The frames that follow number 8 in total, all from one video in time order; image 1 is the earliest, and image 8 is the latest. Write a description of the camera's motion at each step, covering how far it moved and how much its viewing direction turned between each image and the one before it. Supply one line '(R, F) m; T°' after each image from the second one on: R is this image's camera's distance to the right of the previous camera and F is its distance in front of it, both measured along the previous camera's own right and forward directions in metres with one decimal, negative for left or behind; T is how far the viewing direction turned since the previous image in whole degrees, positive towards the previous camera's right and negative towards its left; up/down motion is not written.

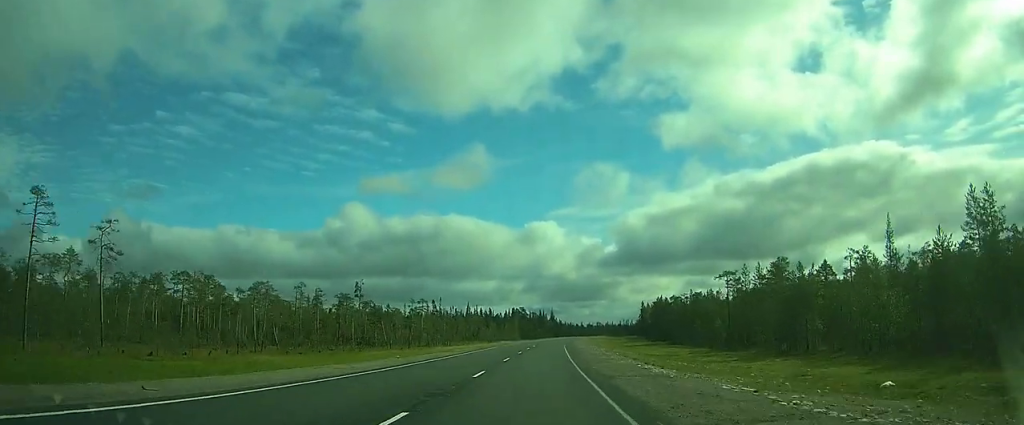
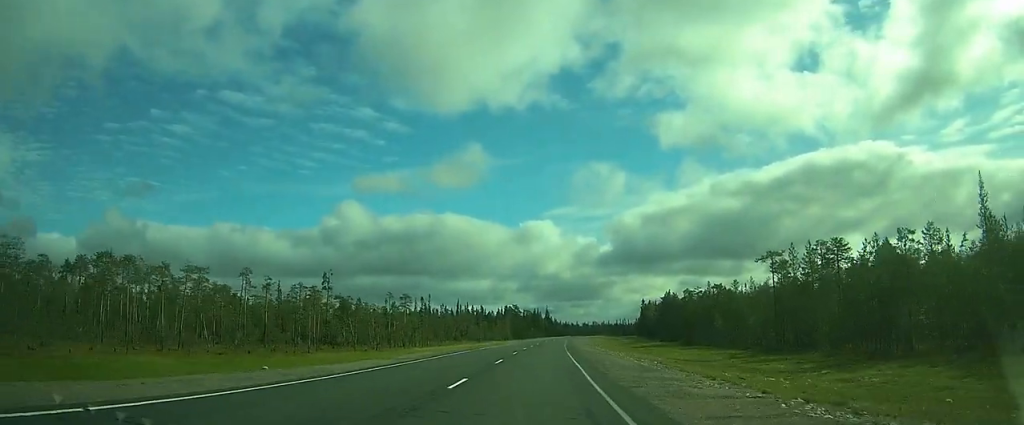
(0.0, +16.4) m; 0°
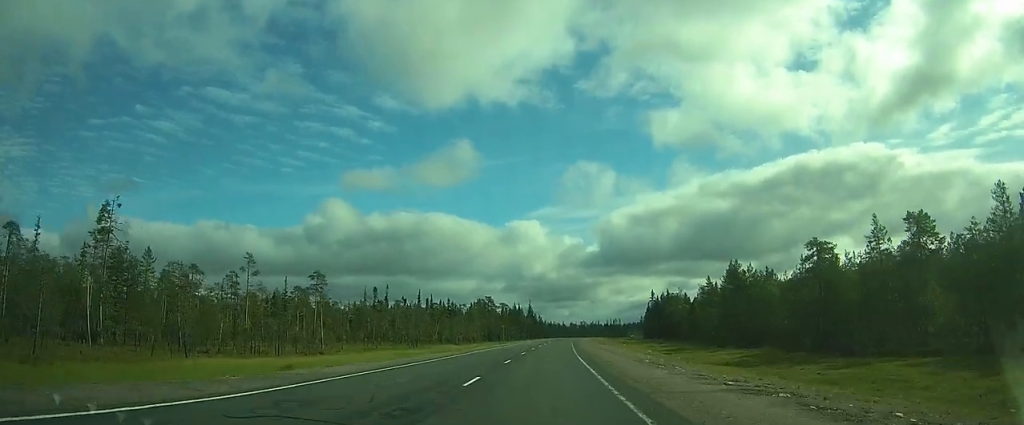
(+0.5, +57.8) m; +1°
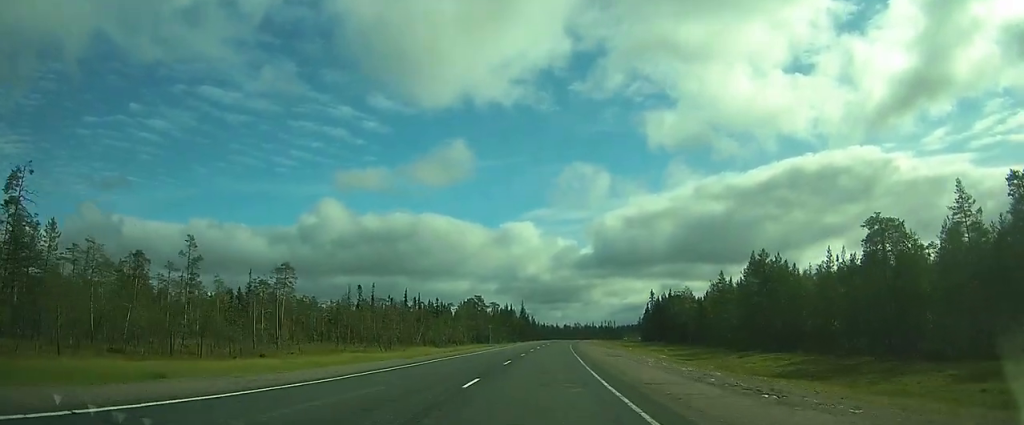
(+0.1, +11.8) m; 0°
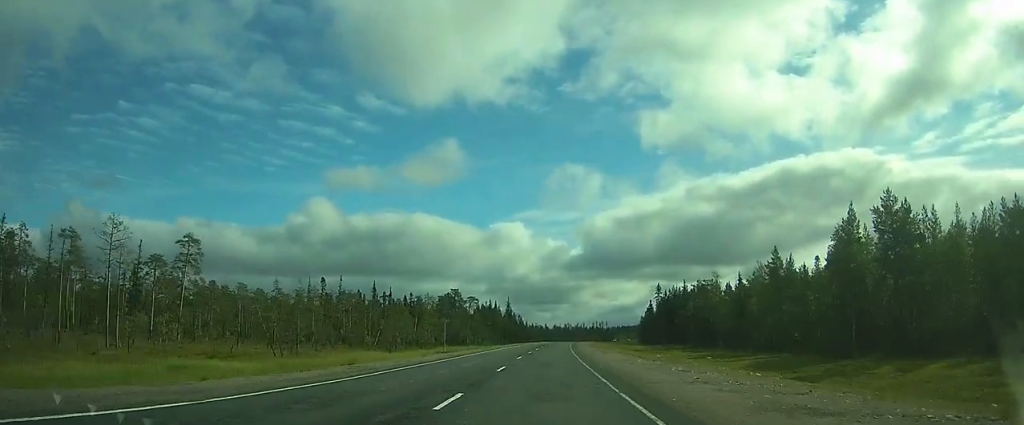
(+0.1, +27.1) m; 0°
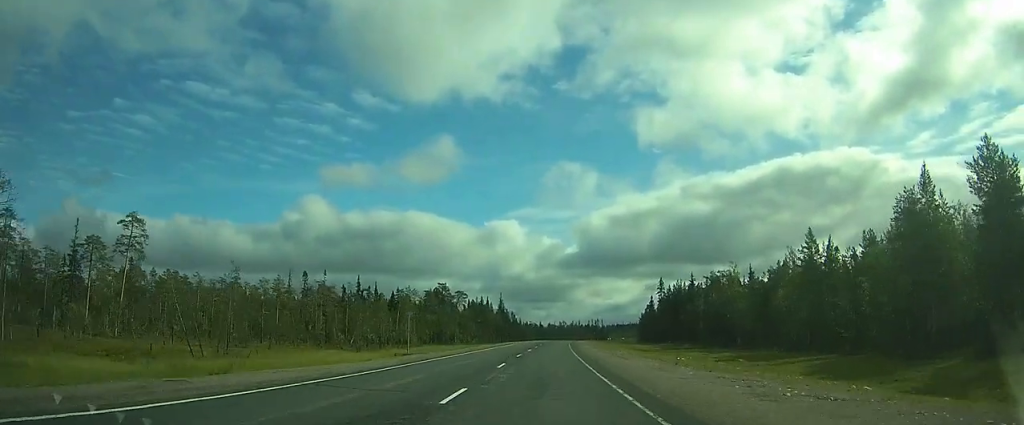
(0.0, +11.0) m; 0°
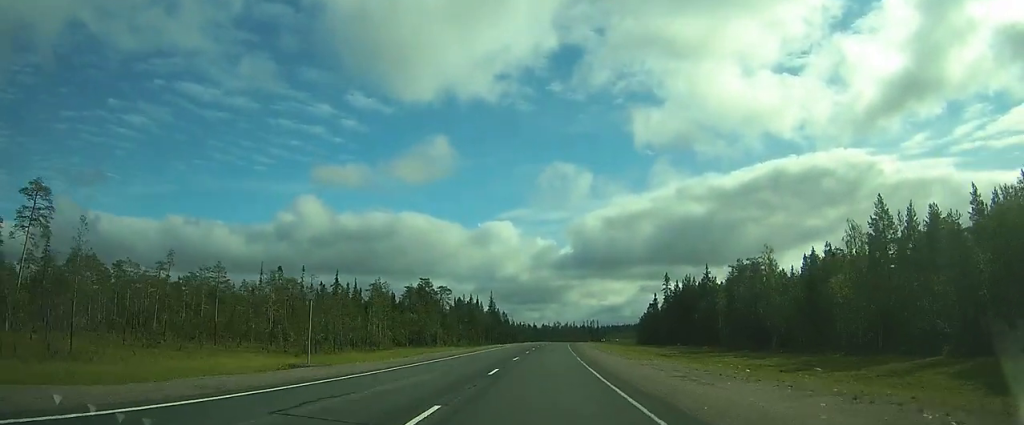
(-0.1, +14.7) m; +1°
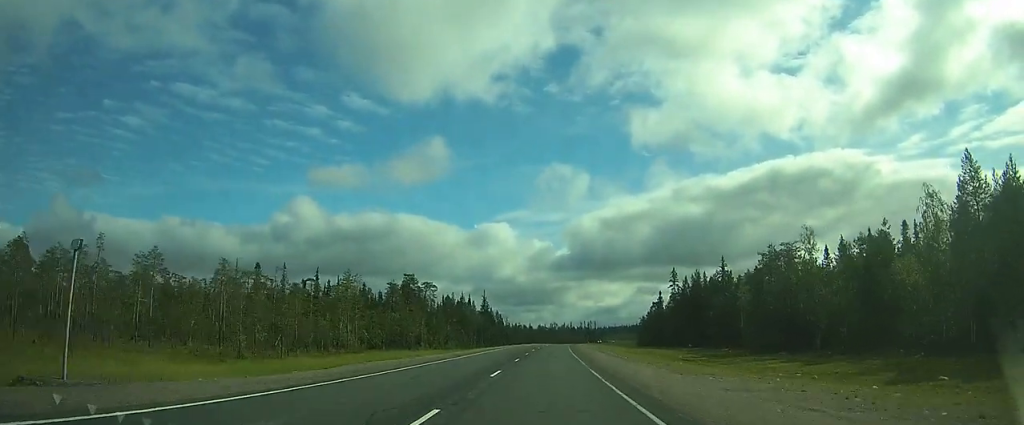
(+0.2, +11.8) m; +1°
